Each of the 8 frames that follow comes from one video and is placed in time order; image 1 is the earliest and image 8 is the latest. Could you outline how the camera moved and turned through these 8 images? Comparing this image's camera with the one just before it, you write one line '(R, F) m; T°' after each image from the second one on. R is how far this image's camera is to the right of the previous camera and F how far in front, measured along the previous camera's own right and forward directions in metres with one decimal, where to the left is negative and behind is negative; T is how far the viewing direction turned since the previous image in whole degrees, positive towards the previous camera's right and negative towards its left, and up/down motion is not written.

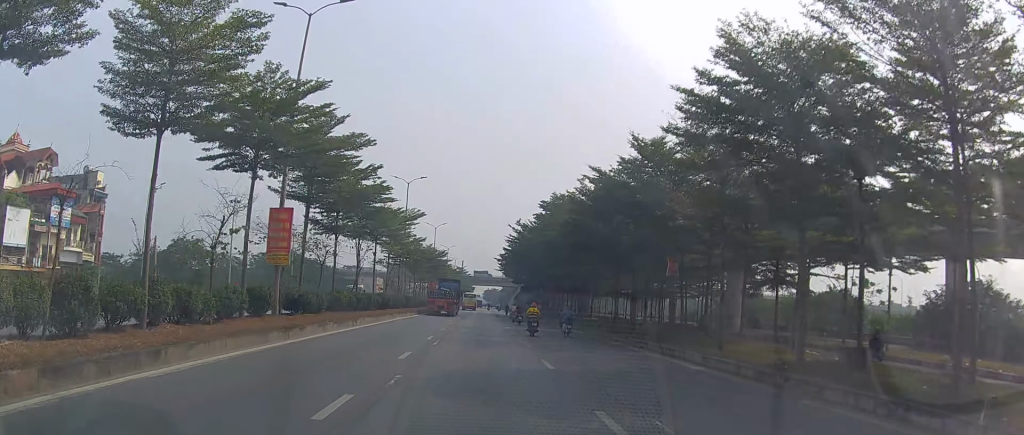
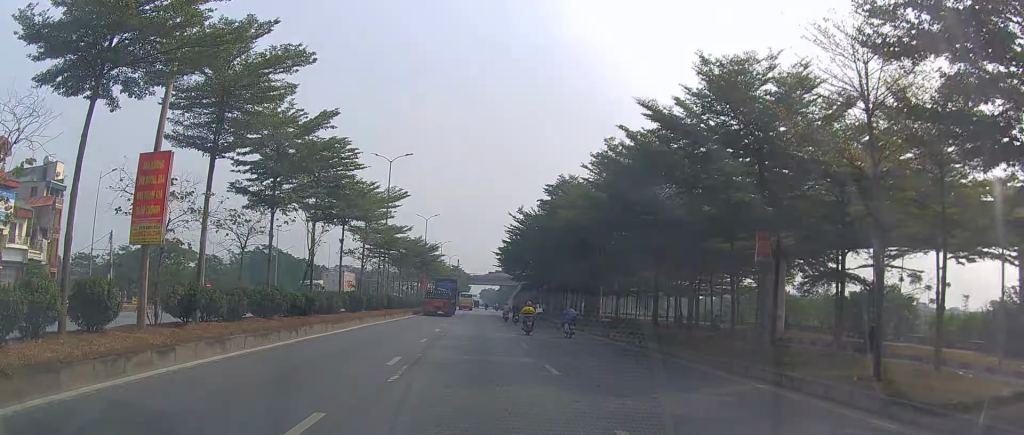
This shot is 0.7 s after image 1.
(-0.1, +9.0) m; -1°
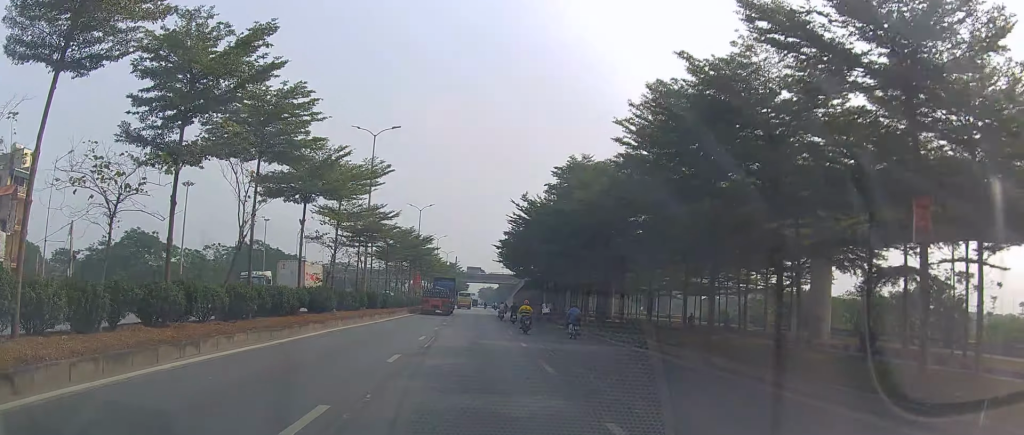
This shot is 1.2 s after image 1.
(-0.1, +7.3) m; 0°
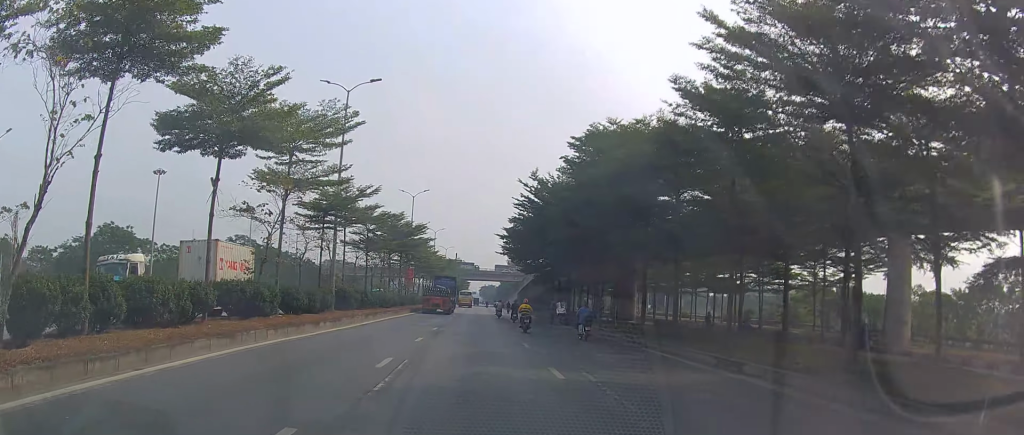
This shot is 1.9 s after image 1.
(0.0, +9.0) m; +1°
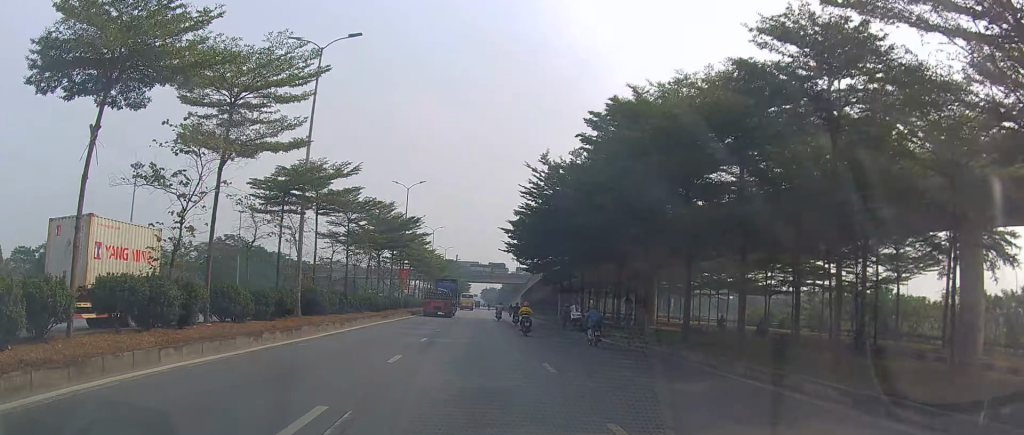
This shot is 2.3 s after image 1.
(0.0, +6.3) m; +1°
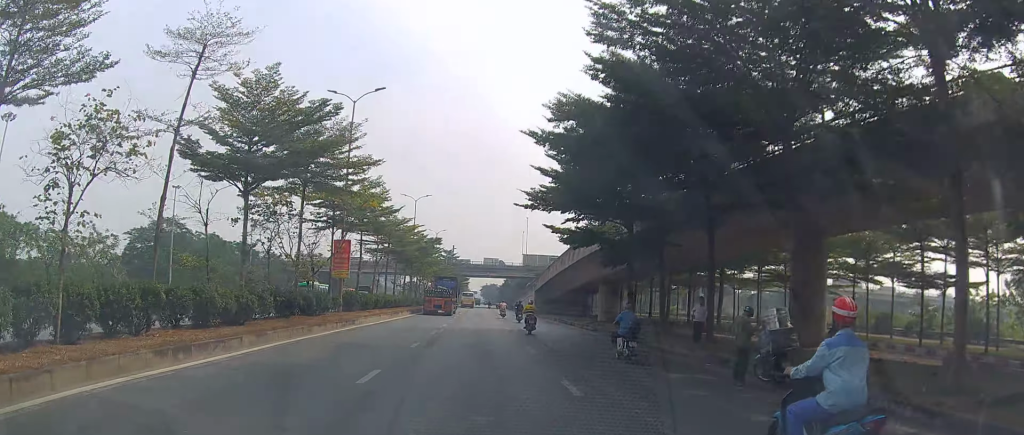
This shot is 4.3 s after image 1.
(+0.8, +27.9) m; 0°
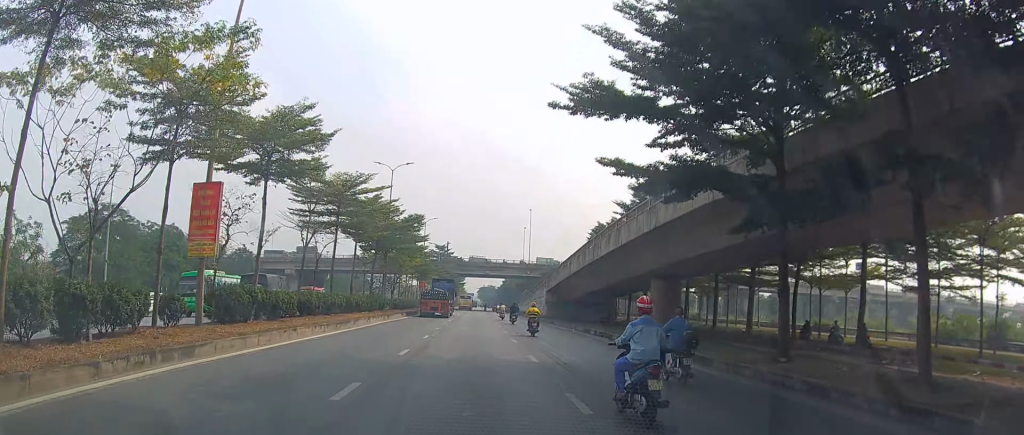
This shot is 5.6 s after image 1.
(-0.1, +19.2) m; +1°
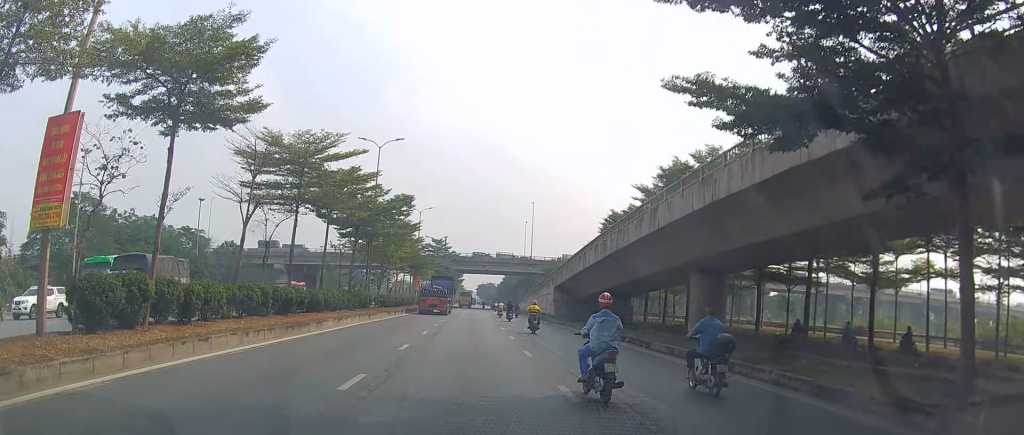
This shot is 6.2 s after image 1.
(+0.3, +8.1) m; 0°
